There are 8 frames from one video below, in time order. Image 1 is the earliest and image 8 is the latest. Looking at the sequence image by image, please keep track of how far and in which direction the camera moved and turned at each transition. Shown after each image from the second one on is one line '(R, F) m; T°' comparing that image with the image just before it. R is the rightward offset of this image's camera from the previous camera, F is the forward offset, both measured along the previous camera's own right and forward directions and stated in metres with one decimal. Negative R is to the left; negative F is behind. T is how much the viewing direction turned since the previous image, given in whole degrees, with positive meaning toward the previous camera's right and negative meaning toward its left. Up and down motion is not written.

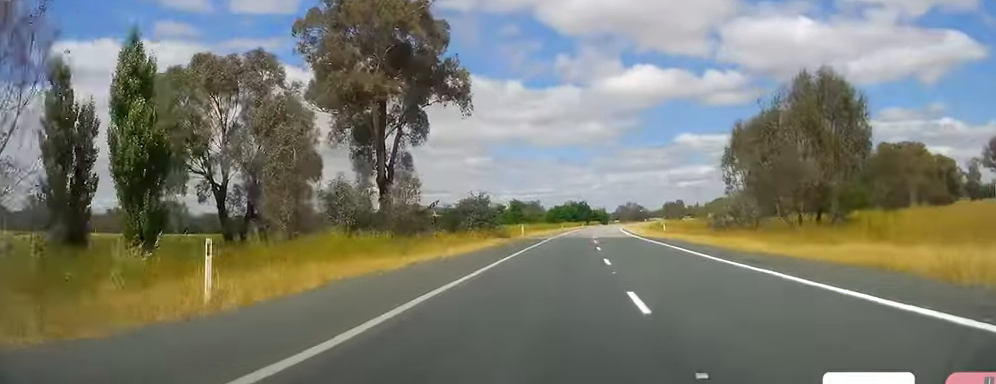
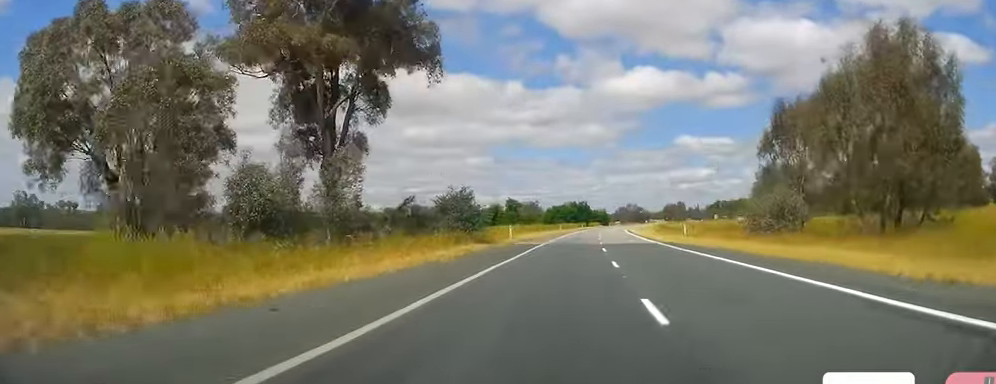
(0.0, +13.3) m; 0°
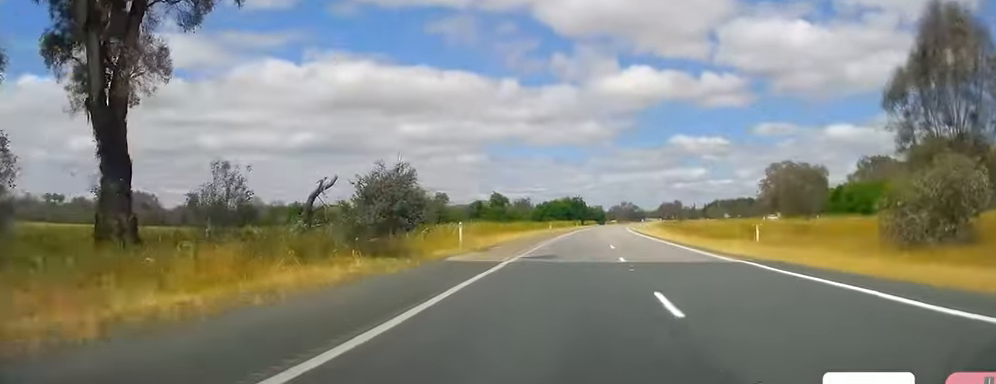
(+0.3, +23.9) m; +1°
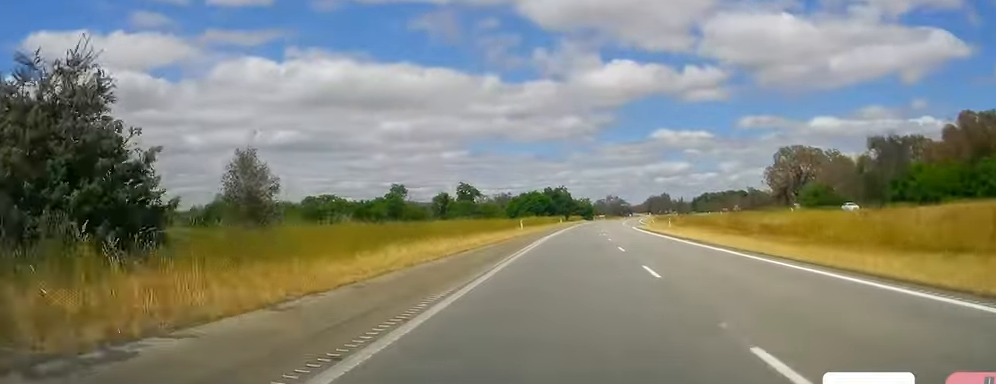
(+0.1, +30.7) m; +1°
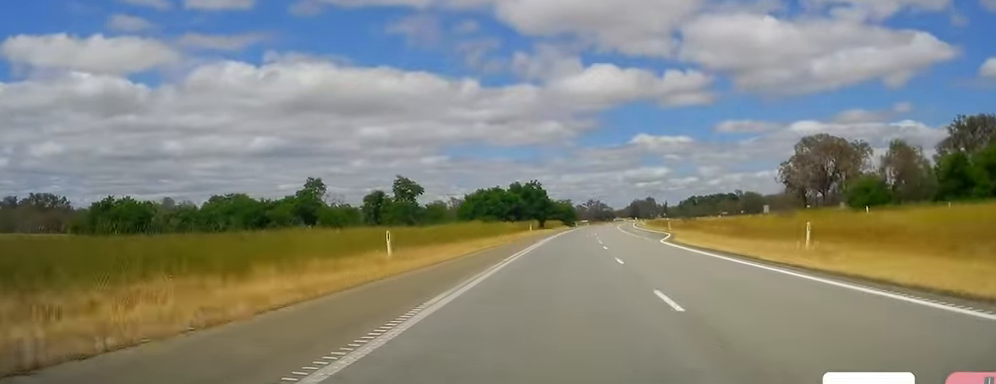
(+1.0, +41.5) m; +2°
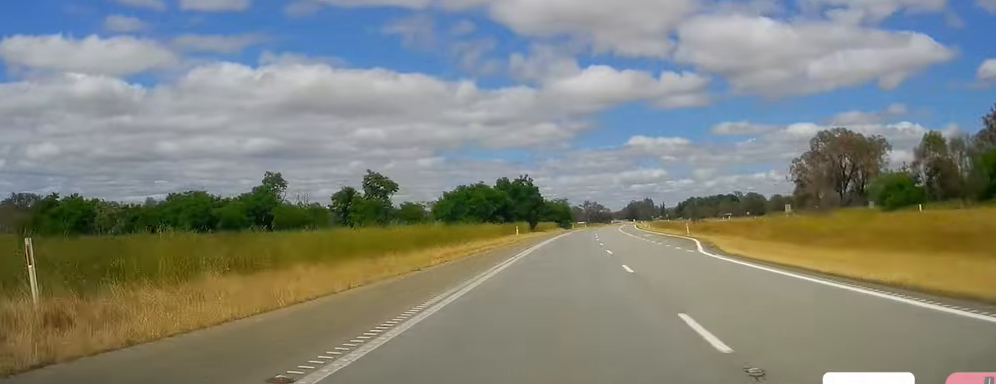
(+0.1, +15.5) m; 0°
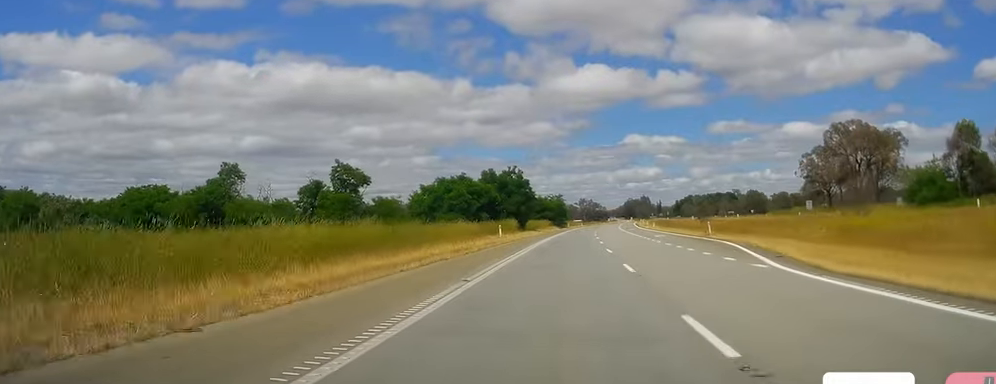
(0.0, +12.6) m; 0°
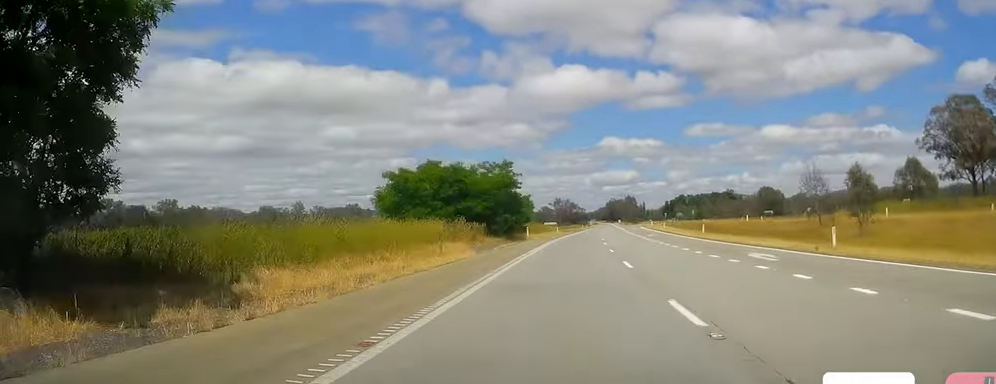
(+1.4, +82.2) m; +1°
